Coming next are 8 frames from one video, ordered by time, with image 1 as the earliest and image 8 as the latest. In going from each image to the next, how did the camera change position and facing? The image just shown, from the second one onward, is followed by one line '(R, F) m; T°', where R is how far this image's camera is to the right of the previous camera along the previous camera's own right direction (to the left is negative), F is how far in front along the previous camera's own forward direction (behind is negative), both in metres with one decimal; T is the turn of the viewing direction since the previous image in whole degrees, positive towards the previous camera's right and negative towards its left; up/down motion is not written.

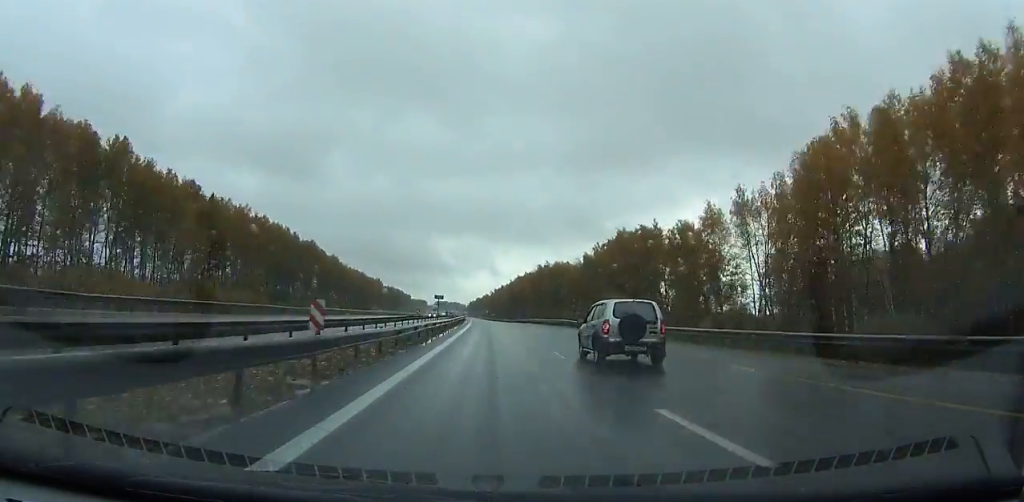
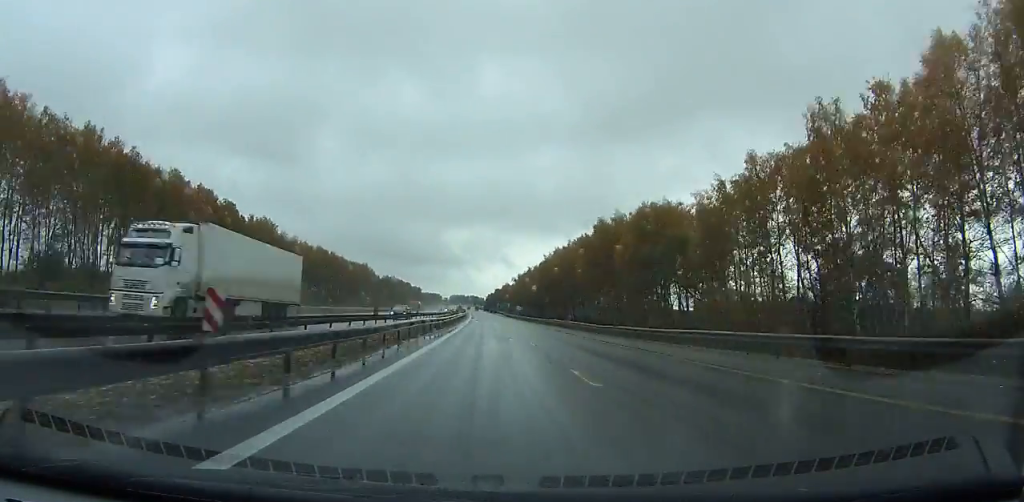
(-1.5, +99.3) m; -1°
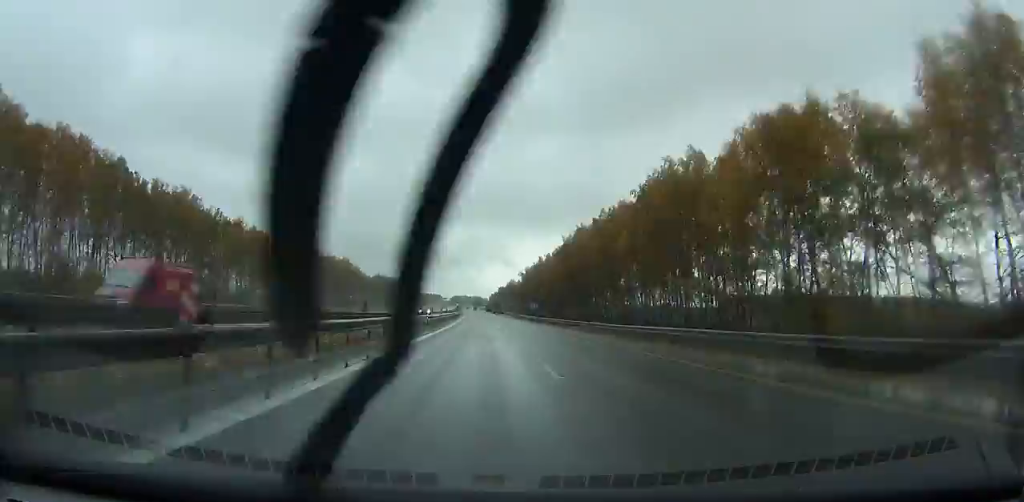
(-0.3, +47.9) m; 0°
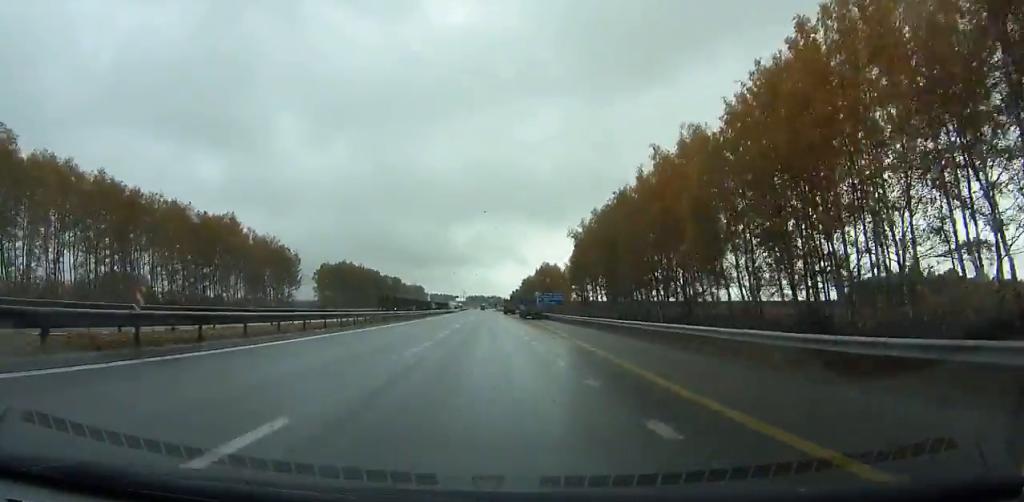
(-1.6, +138.3) m; -2°
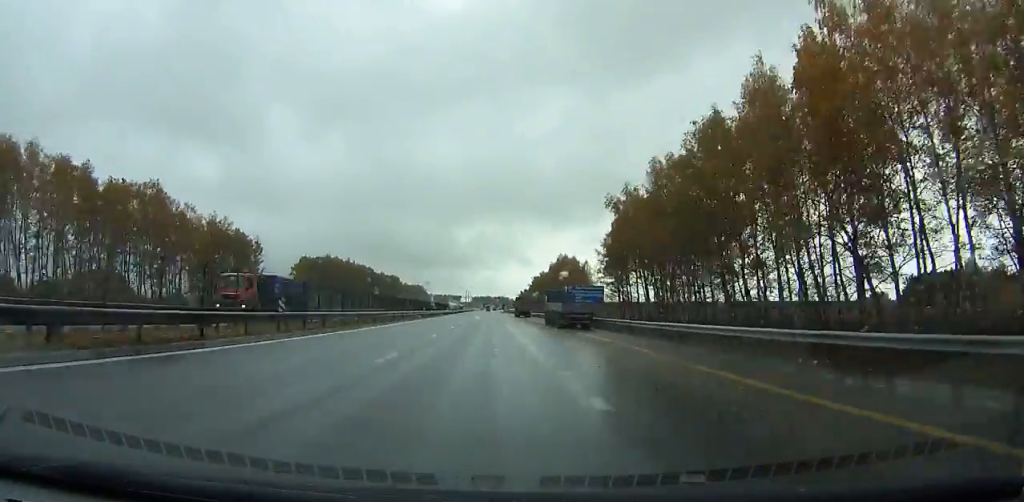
(-0.1, +37.6) m; -1°
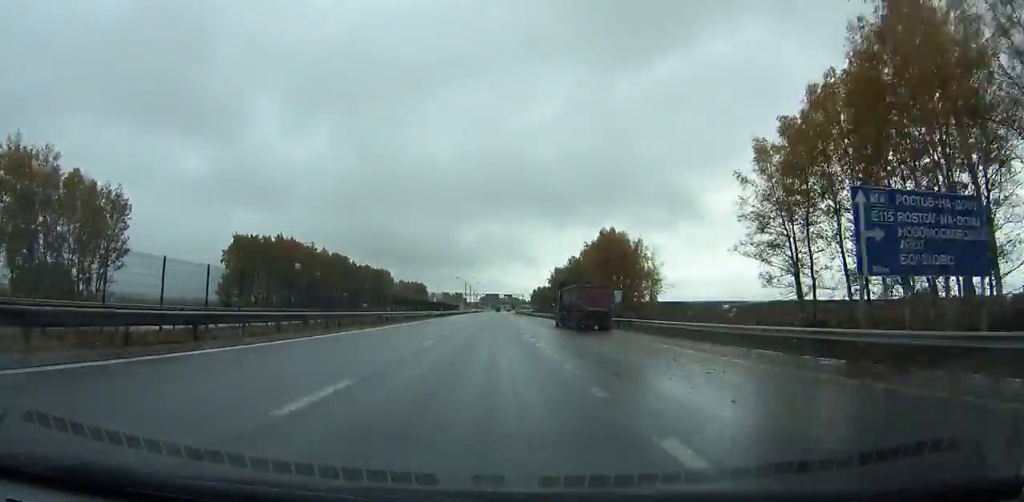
(-1.0, +68.2) m; -1°
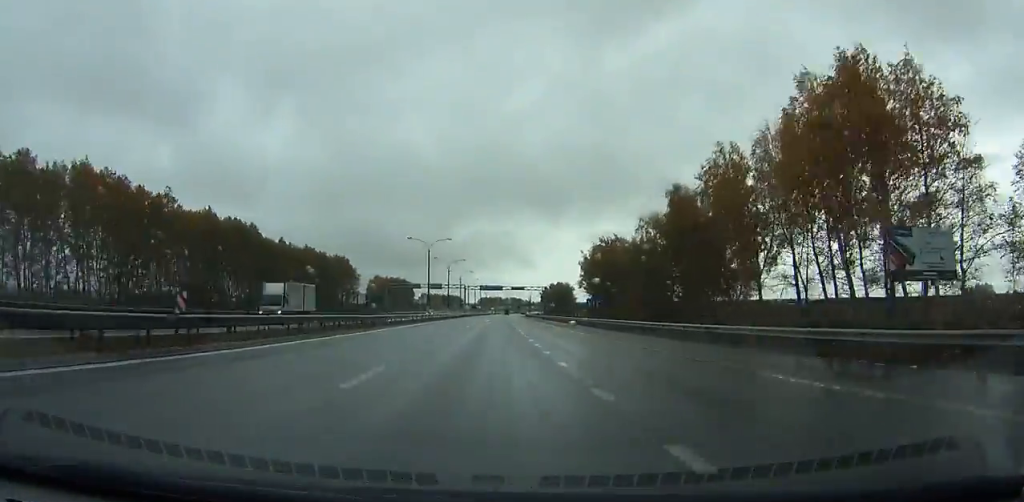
(-0.1, +97.3) m; 0°
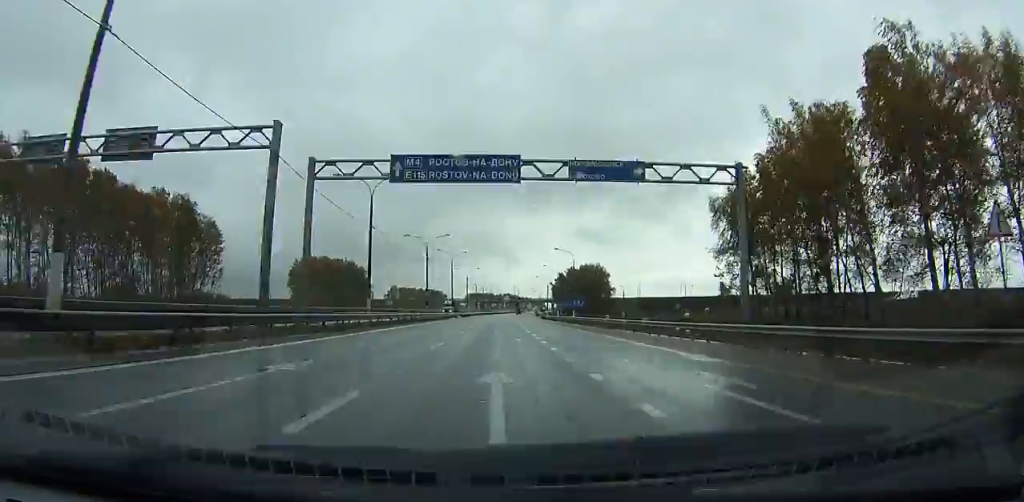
(+0.7, +122.4) m; +1°
